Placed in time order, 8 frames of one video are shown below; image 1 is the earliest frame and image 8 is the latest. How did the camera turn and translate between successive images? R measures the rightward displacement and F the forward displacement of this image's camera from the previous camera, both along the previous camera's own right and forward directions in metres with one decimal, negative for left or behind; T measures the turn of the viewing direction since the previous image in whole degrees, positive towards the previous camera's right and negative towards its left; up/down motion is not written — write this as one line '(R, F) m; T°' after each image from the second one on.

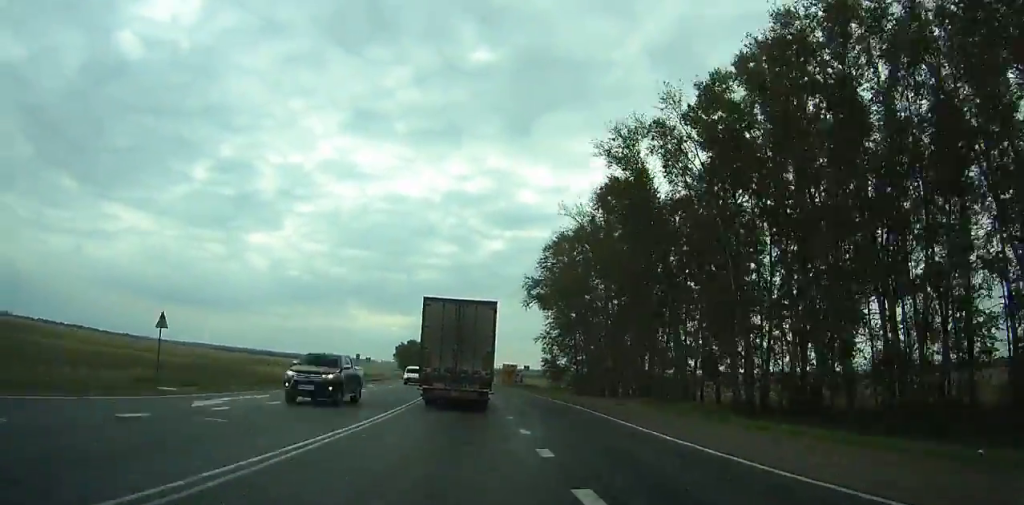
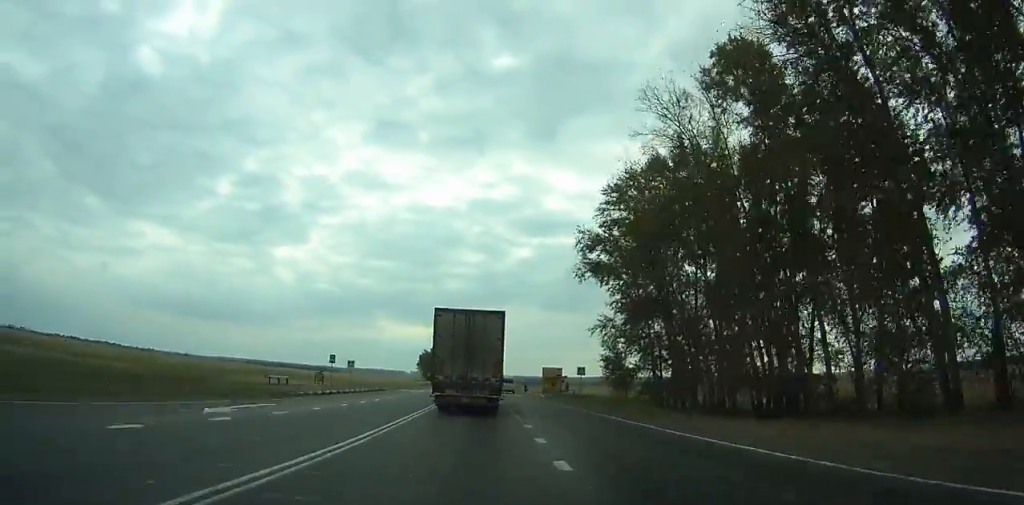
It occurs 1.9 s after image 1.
(-0.5, +29.1) m; -2°
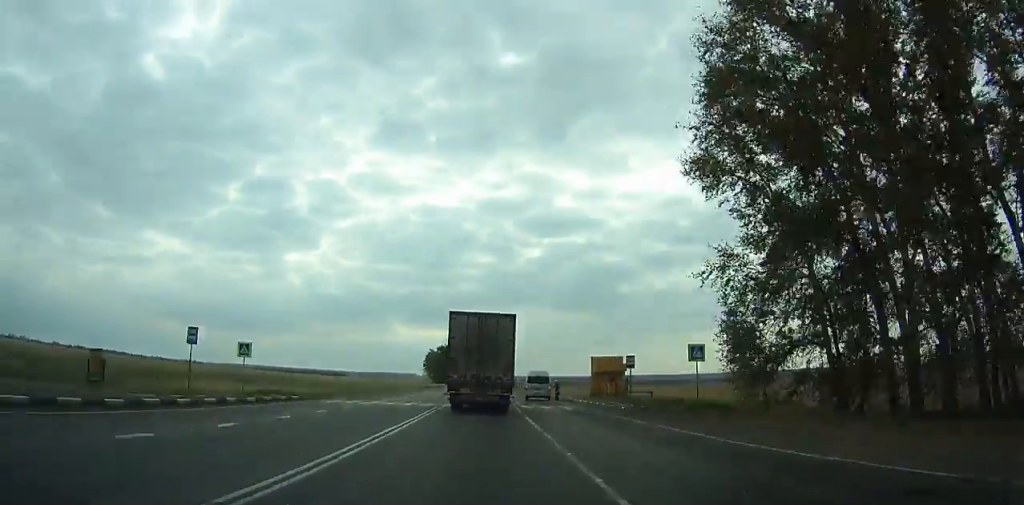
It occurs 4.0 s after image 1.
(-0.8, +32.4) m; -2°
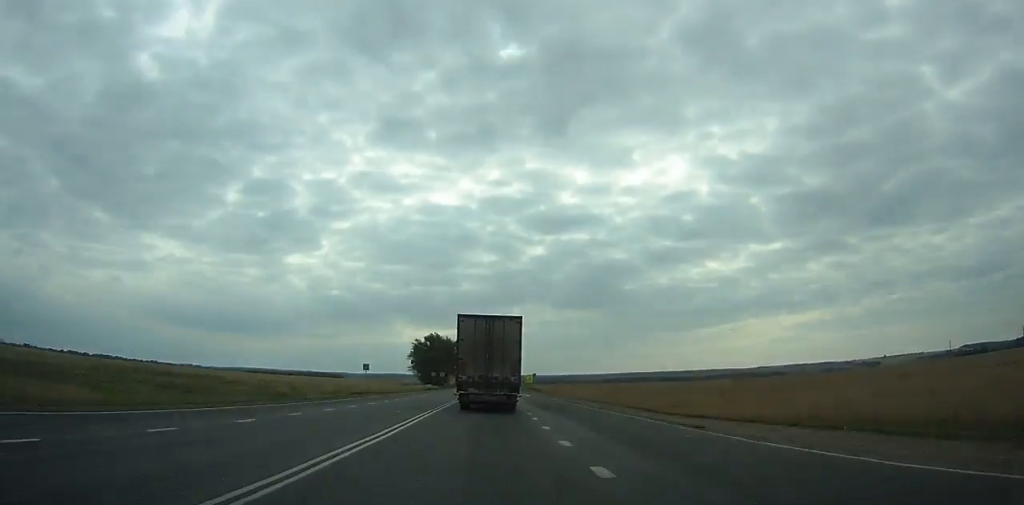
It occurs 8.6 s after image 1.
(-1.4, +72.3) m; -1°
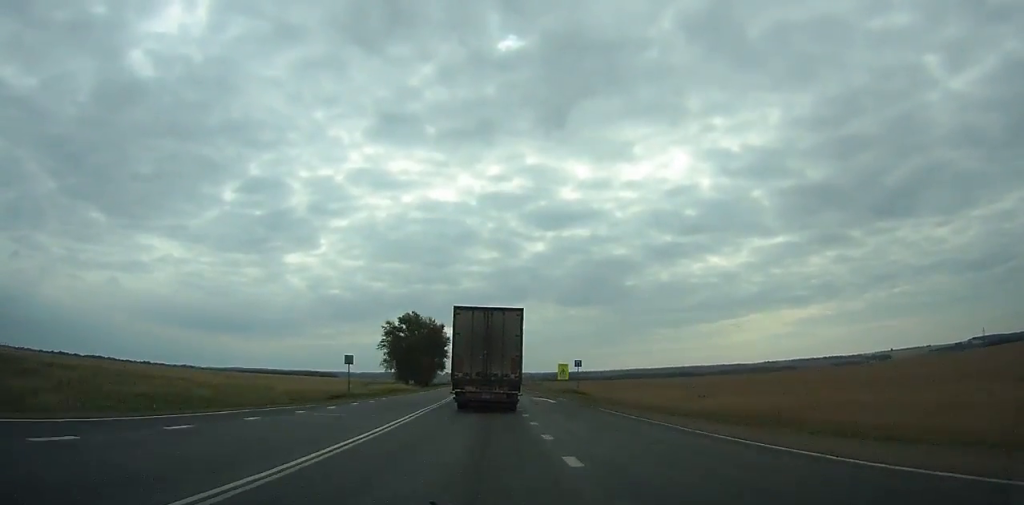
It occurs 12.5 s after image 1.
(+0.1, +62.3) m; 0°
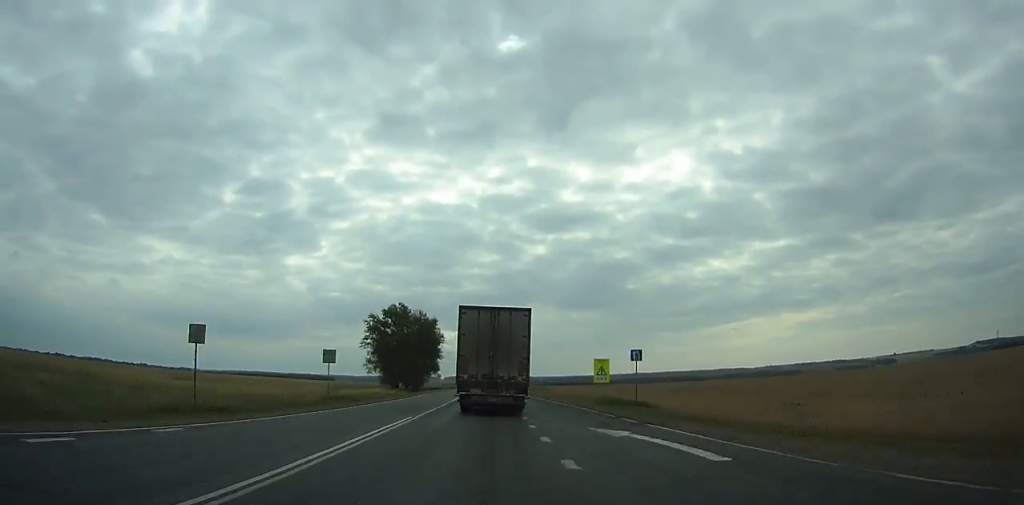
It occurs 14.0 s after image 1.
(0.0, +24.1) m; 0°
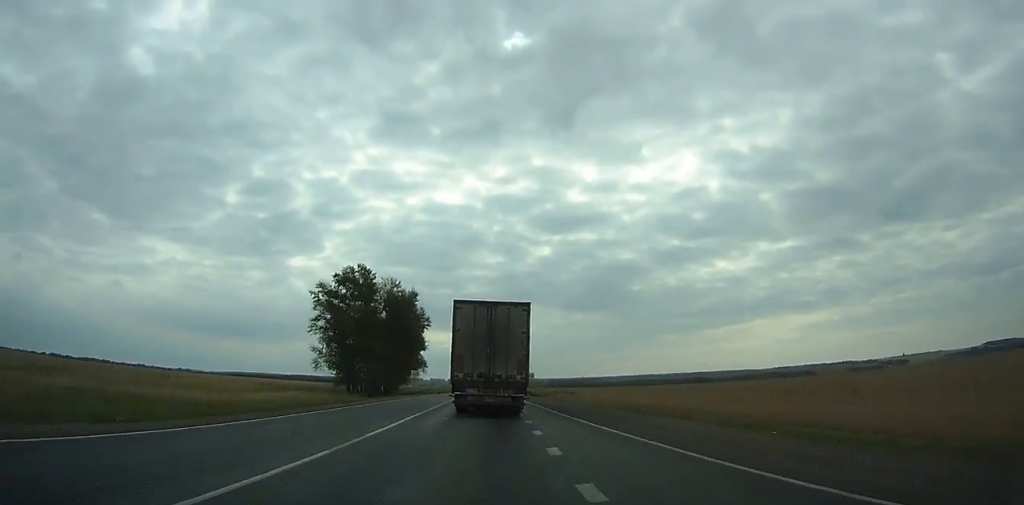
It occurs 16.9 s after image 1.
(-0.2, +46.3) m; 0°
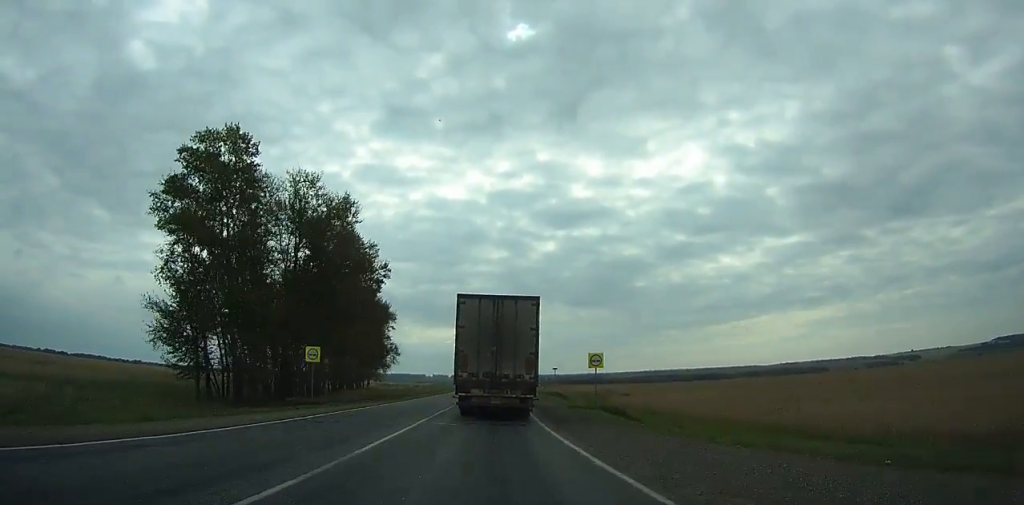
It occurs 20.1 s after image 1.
(+0.1, +50.5) m; 0°
